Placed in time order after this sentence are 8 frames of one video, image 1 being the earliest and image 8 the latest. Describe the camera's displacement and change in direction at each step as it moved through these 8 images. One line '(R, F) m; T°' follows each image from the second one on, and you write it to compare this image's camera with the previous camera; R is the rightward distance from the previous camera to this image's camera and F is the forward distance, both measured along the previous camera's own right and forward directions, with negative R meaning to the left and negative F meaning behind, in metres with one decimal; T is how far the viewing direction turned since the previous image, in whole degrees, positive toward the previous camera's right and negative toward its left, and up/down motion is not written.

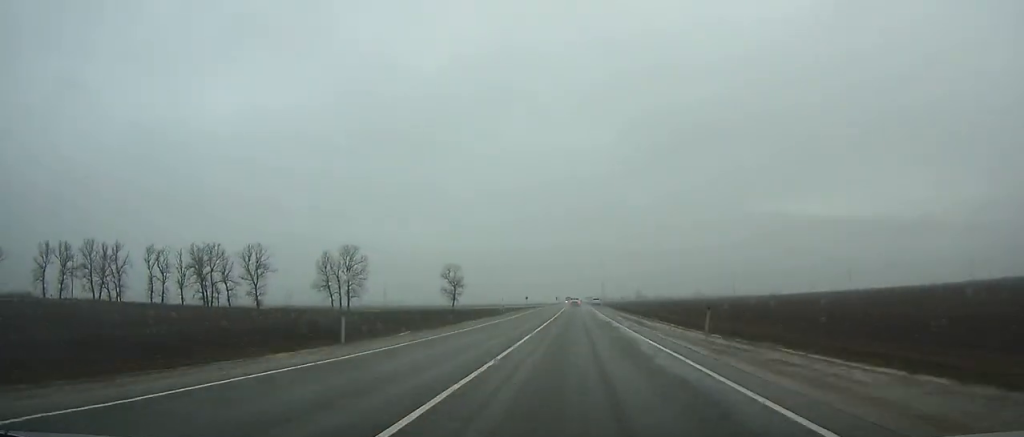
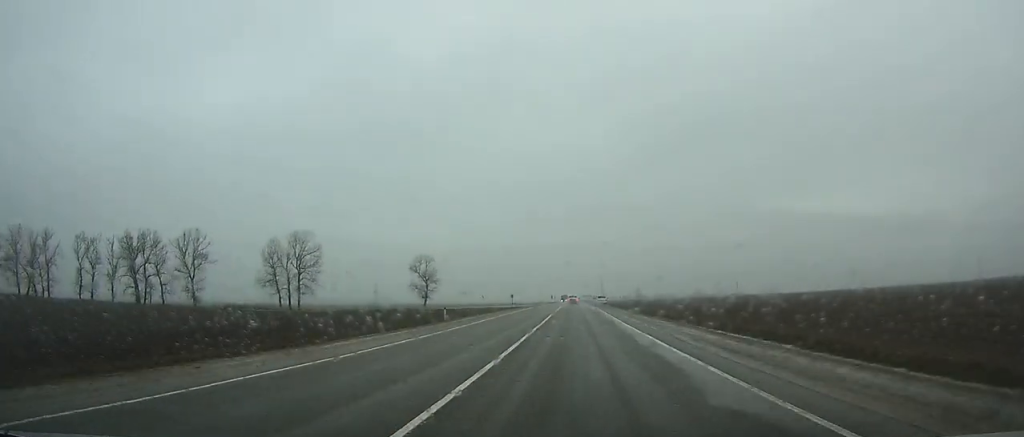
(+0.1, +31.0) m; 0°
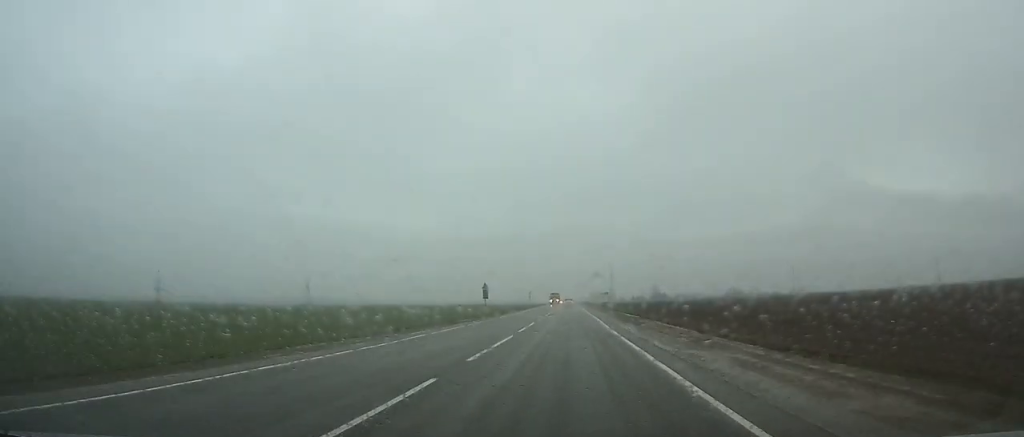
(-0.7, +197.2) m; -1°
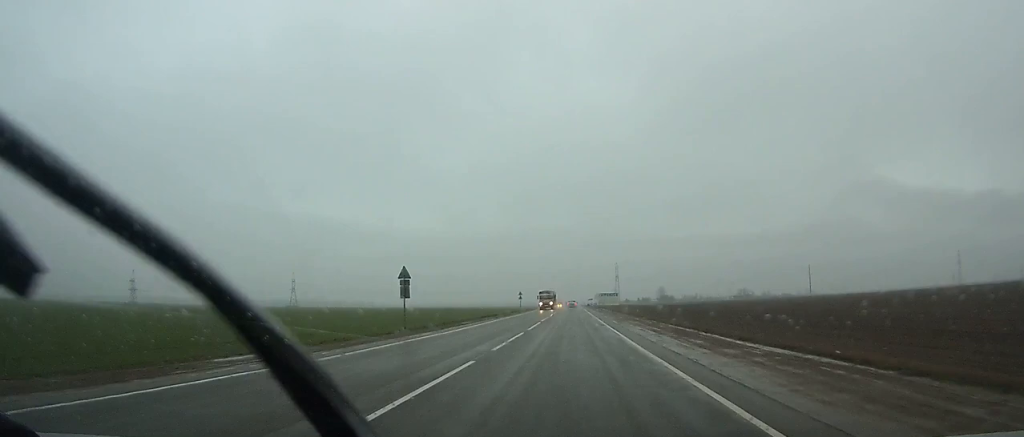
(+0.1, +32.3) m; 0°
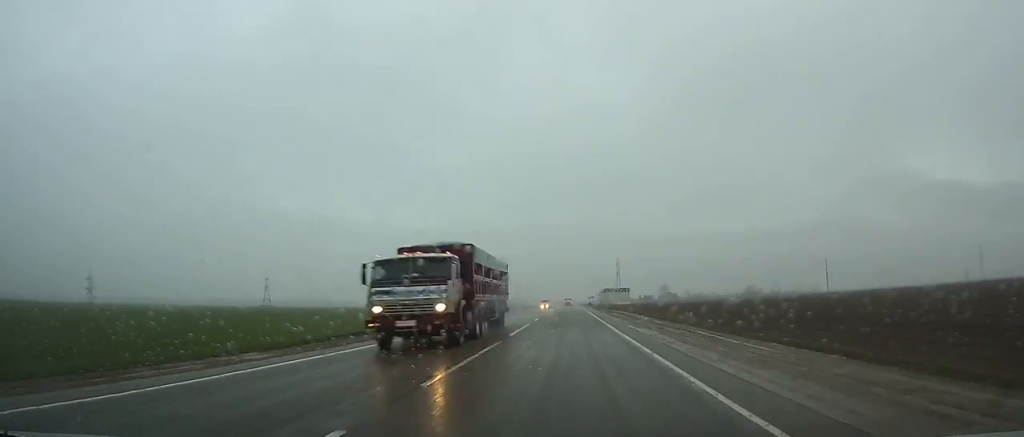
(0.0, +43.9) m; 0°
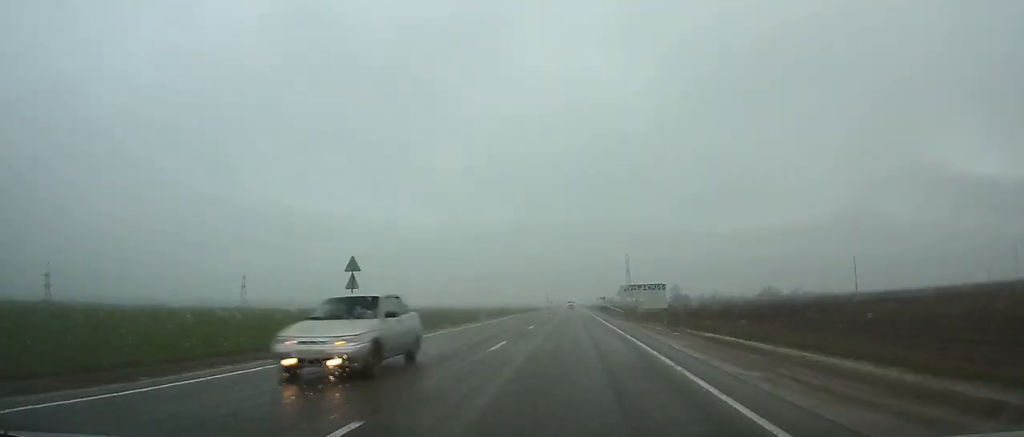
(-0.1, +44.0) m; 0°
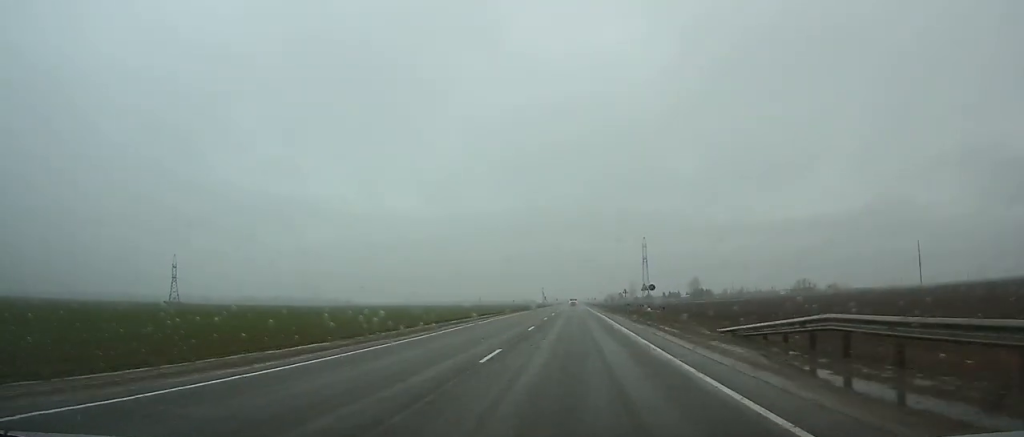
(0.0, +88.1) m; 0°
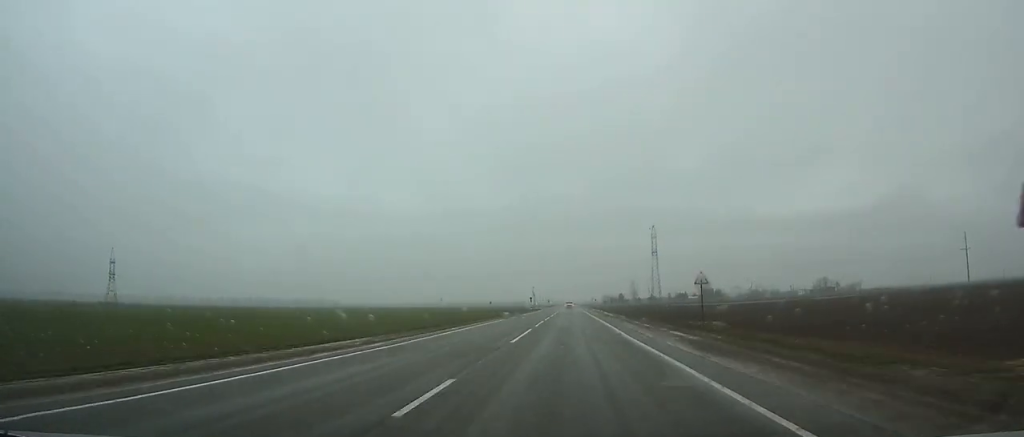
(0.0, +53.6) m; 0°
